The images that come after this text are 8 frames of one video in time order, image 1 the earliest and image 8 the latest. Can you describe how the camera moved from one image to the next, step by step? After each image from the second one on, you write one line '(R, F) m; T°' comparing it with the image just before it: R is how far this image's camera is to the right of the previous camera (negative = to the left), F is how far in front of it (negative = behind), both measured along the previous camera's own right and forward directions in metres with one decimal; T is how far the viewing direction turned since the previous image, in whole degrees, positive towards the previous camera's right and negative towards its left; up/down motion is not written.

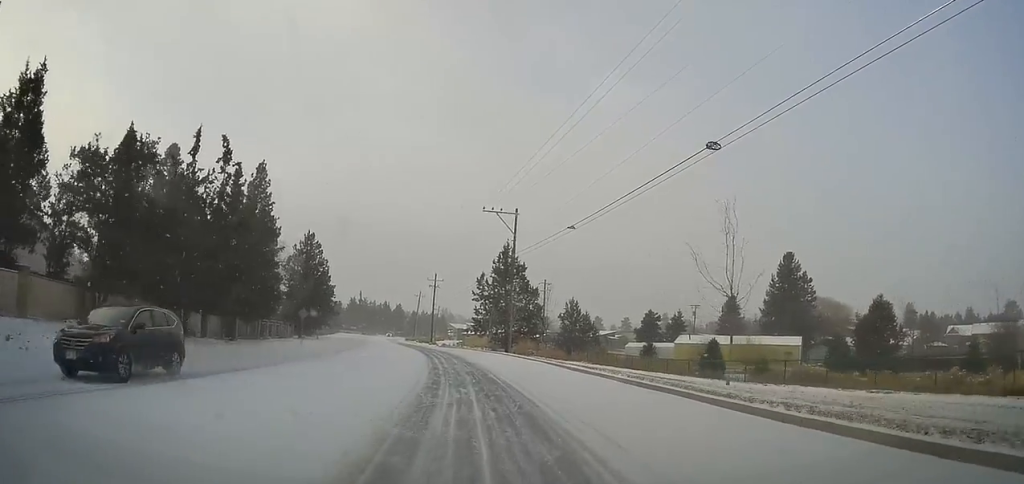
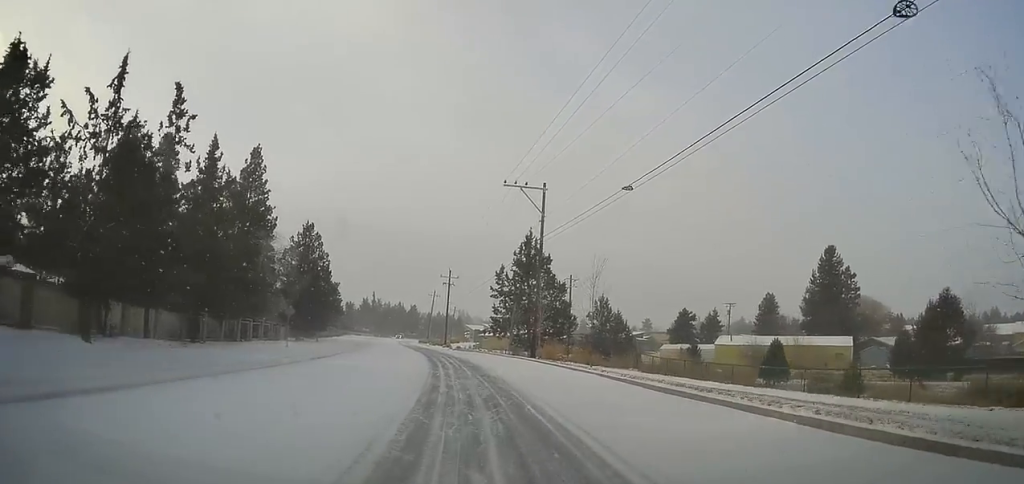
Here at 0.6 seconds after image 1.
(-0.1, +9.0) m; 0°
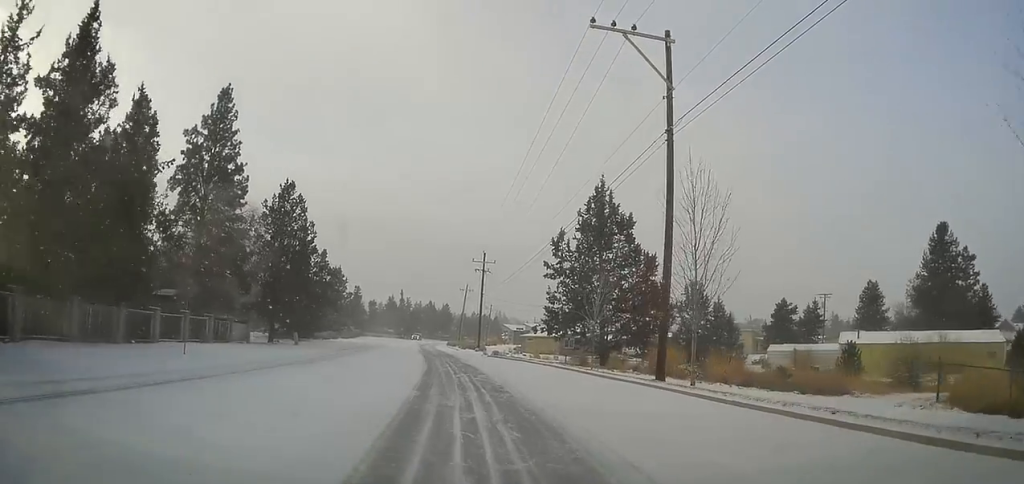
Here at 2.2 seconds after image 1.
(0.0, +22.1) m; 0°
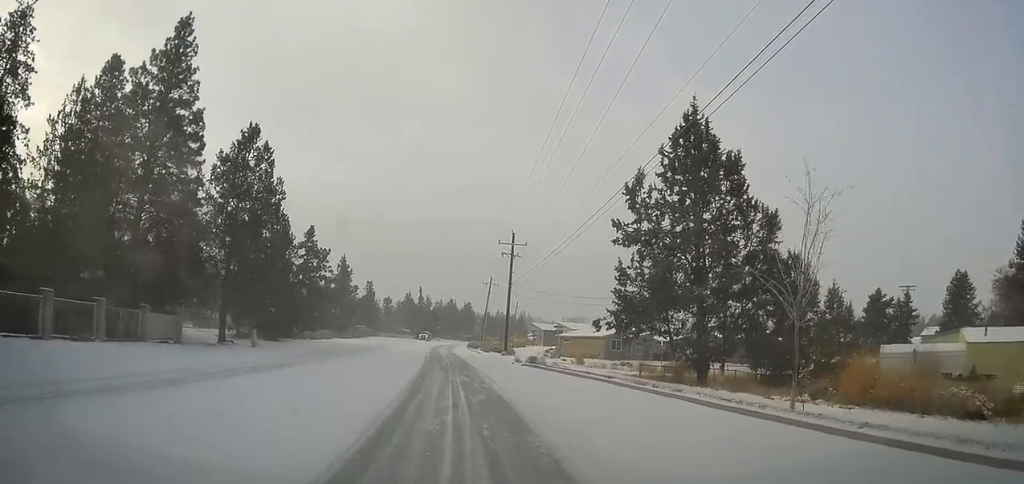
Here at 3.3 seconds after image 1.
(-0.2, +15.9) m; -4°
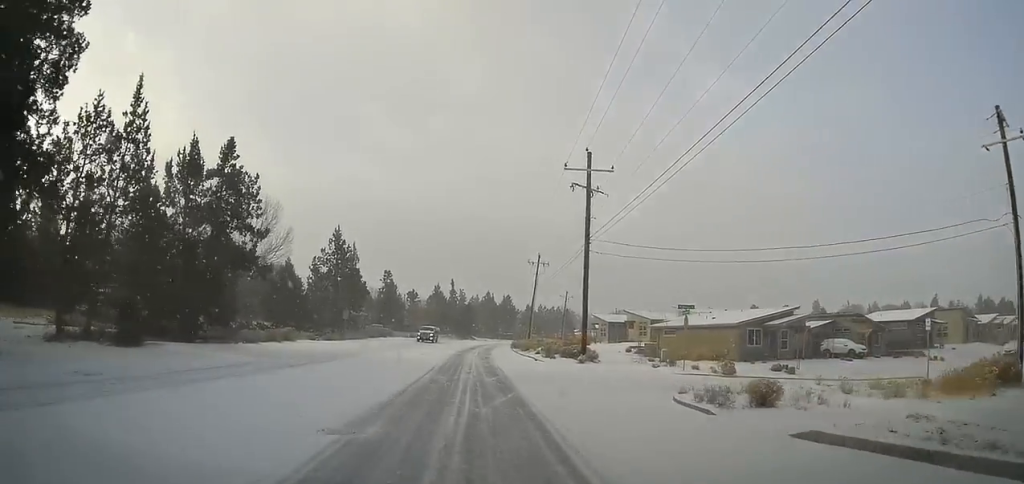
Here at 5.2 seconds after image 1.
(-3.0, +27.9) m; -9°
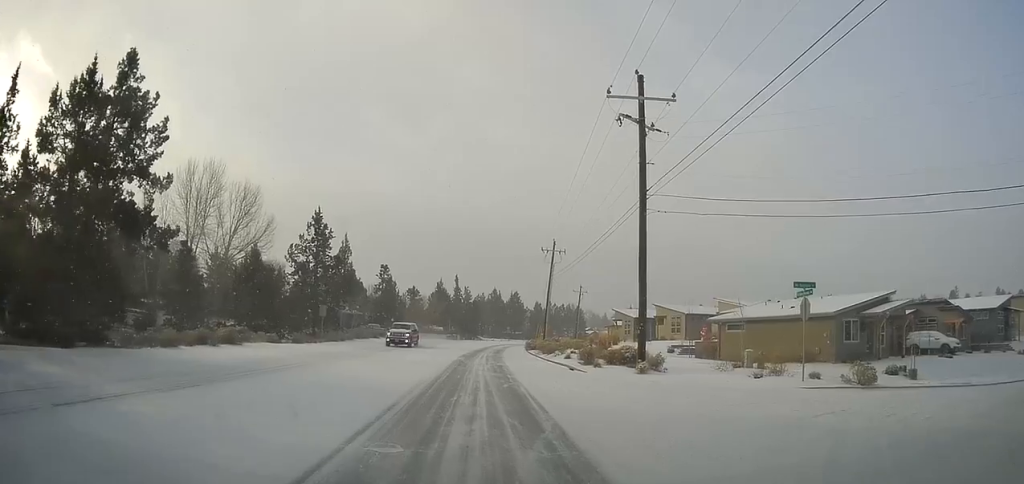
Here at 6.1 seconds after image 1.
(-0.2, +12.1) m; +1°
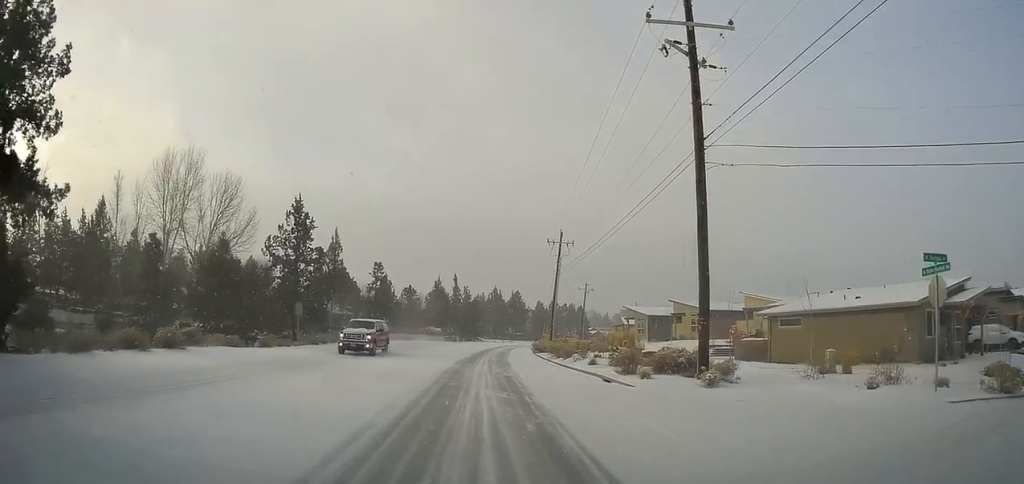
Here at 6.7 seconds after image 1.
(+0.3, +7.3) m; +1°
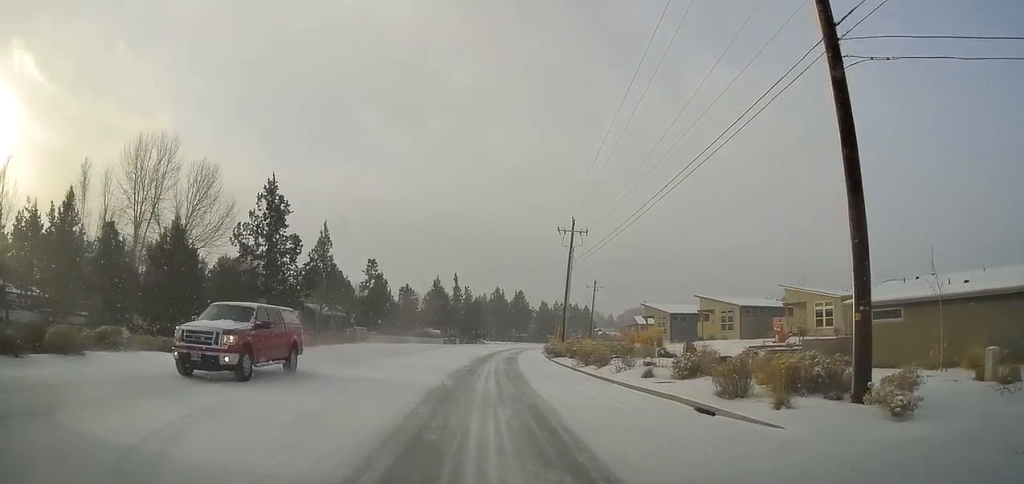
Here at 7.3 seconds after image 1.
(+0.1, +8.6) m; 0°
